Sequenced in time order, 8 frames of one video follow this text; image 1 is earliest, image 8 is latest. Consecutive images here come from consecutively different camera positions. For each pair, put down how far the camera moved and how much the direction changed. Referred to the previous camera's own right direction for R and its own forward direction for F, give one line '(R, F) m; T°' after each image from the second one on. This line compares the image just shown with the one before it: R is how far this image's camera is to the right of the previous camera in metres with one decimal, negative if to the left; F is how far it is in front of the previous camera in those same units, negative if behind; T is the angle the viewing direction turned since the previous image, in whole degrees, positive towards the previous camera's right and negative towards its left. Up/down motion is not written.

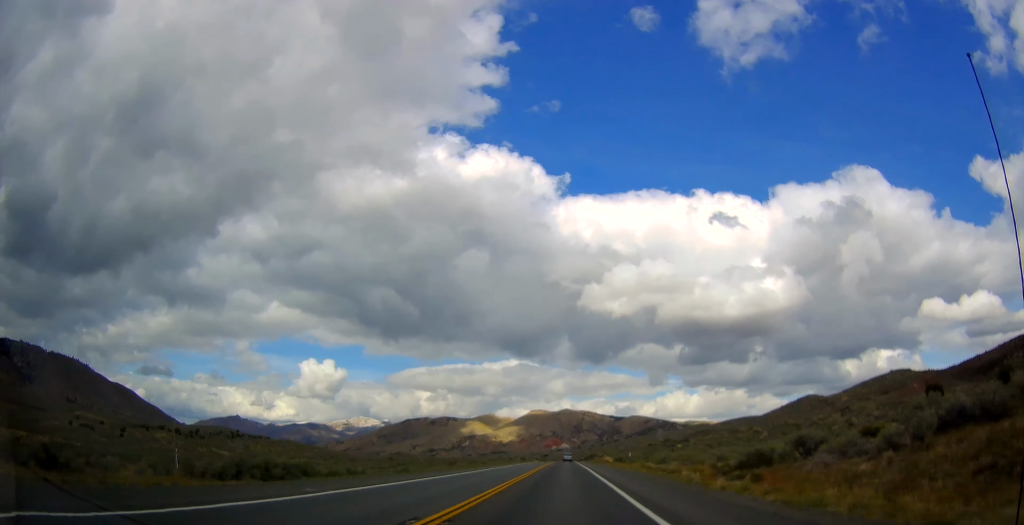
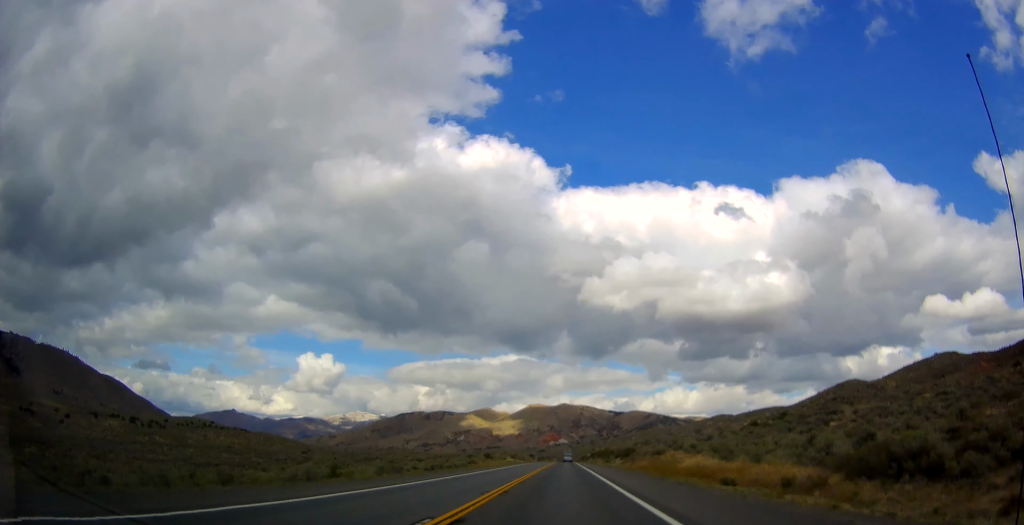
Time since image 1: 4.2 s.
(+0.1, +112.1) m; 0°
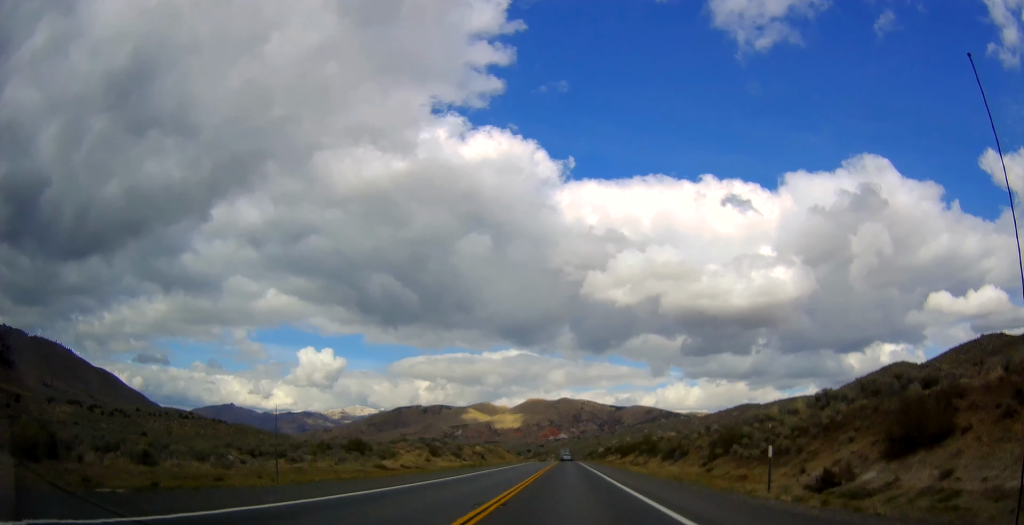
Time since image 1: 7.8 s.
(+0.1, +92.8) m; -1°
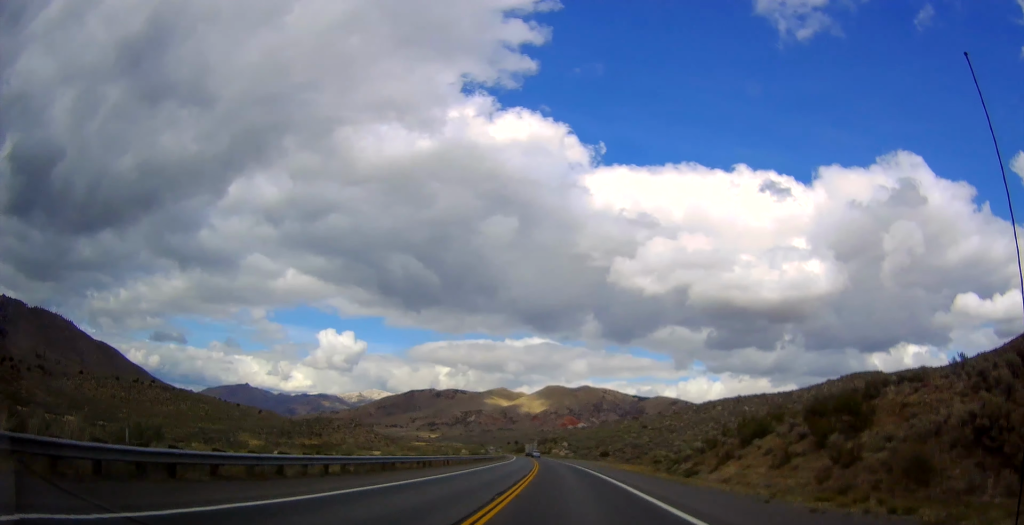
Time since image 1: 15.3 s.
(-3.6, +202.8) m; -4°
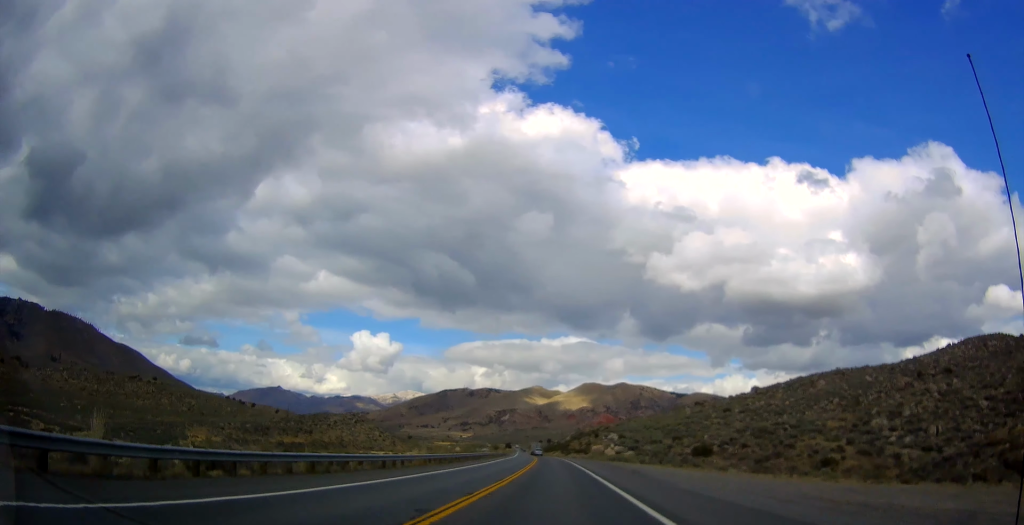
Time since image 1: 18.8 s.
(-4.5, +98.7) m; -2°
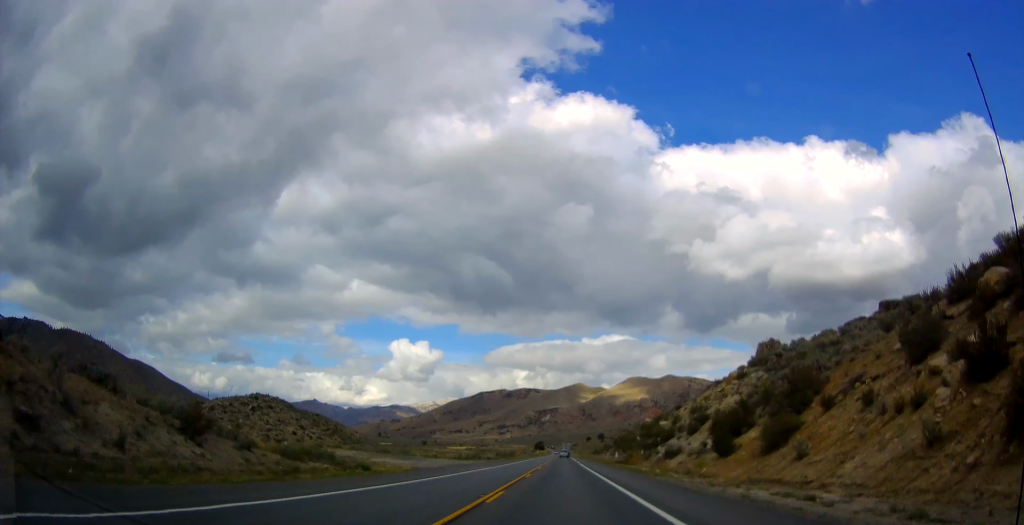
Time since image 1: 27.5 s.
(-7.4, +249.6) m; -2°
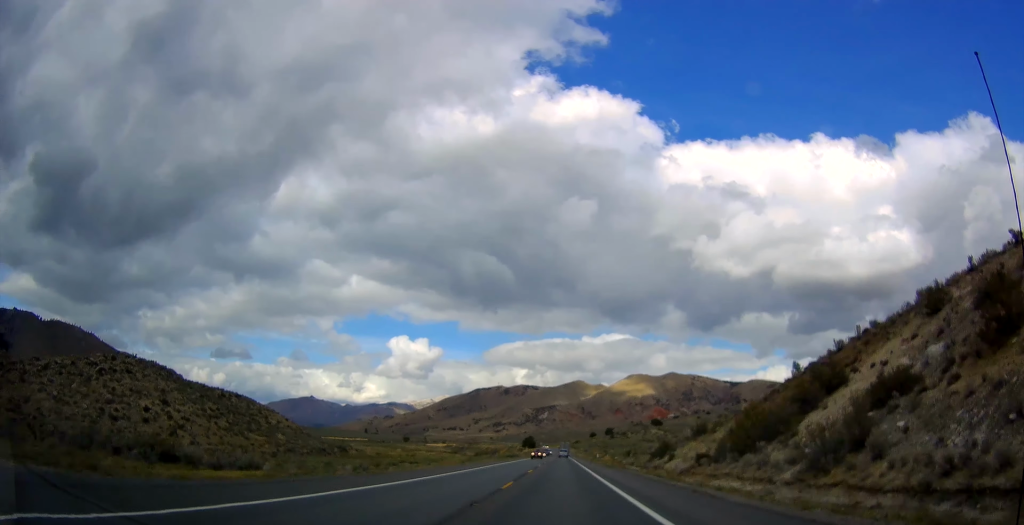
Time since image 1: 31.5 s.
(-0.3, +88.1) m; 0°
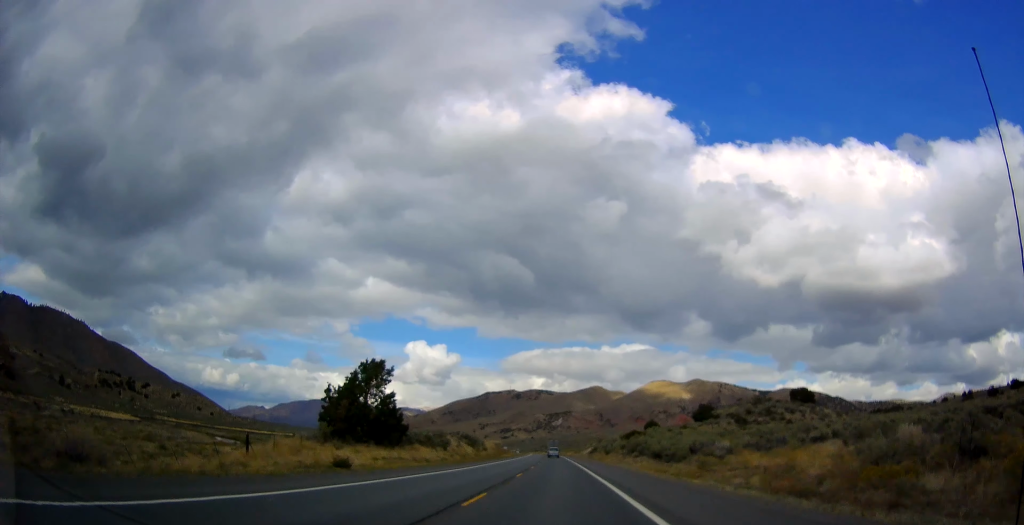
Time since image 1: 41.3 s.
(-3.3, +261.7) m; -2°
